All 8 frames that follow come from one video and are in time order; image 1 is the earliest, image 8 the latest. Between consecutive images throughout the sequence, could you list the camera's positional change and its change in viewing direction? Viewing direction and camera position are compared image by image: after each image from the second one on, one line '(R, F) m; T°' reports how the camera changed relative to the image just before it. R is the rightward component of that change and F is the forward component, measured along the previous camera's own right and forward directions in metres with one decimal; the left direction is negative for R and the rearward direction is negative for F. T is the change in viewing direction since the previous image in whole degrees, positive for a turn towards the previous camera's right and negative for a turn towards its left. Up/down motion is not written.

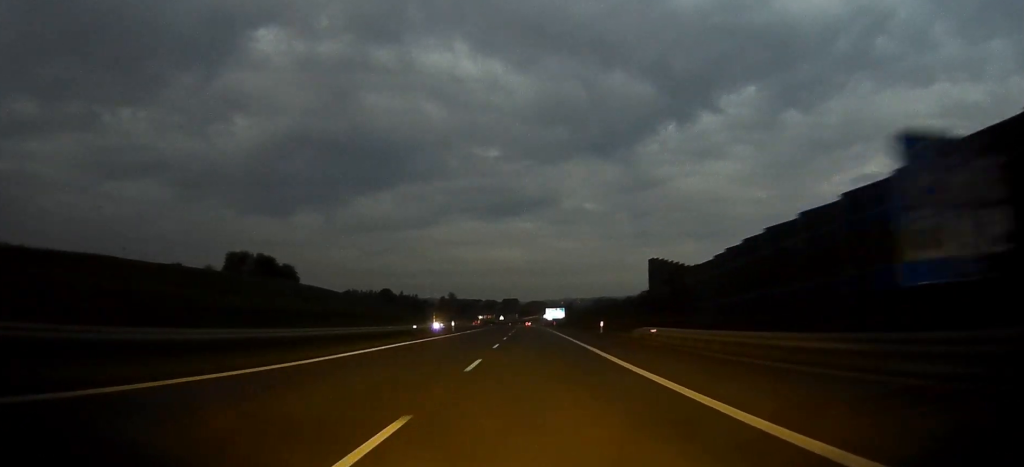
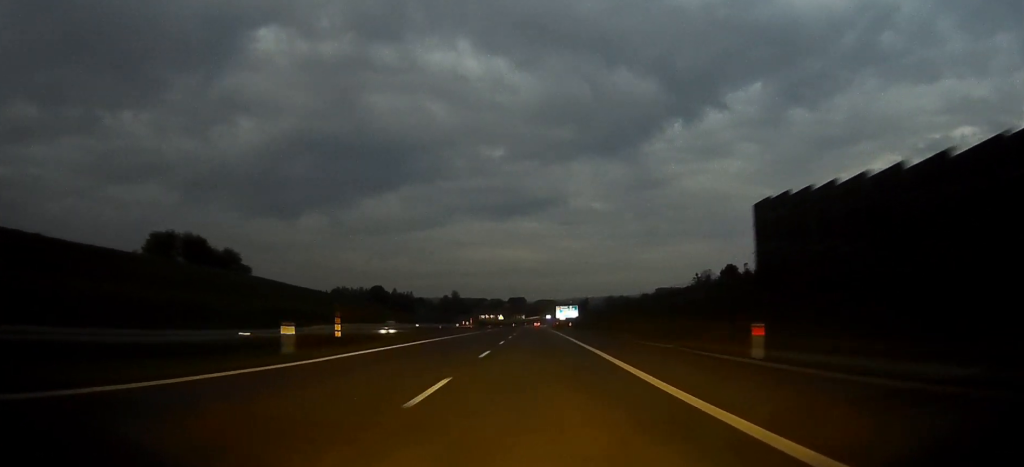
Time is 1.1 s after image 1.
(-0.4, +42.3) m; -1°
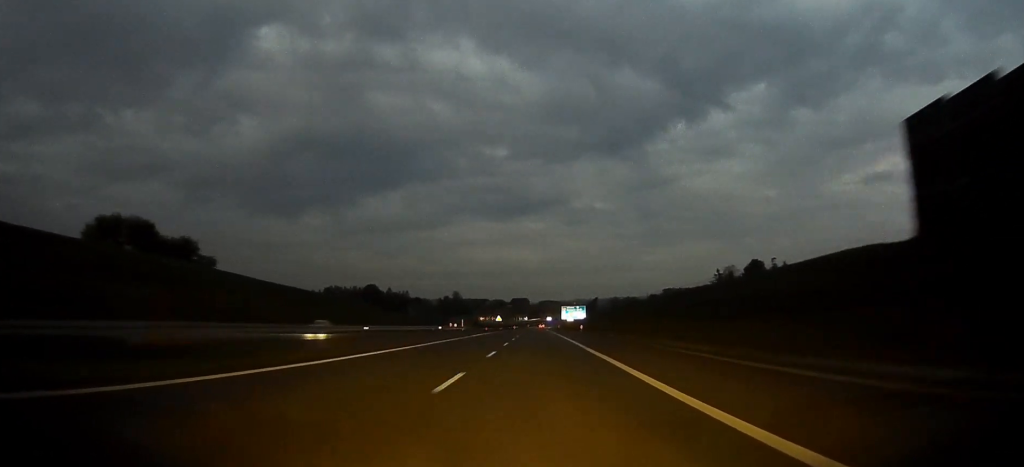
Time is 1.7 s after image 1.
(-0.1, +21.8) m; 0°
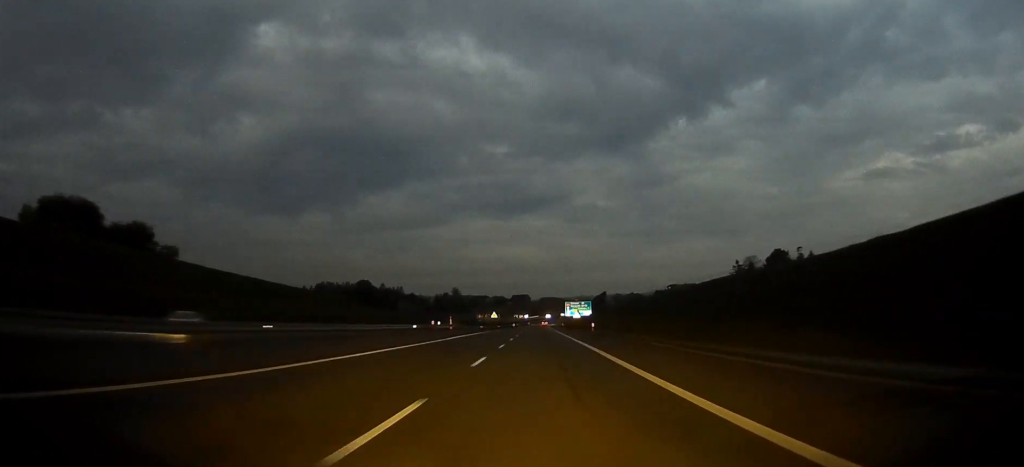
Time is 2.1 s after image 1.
(0.0, +17.9) m; 0°
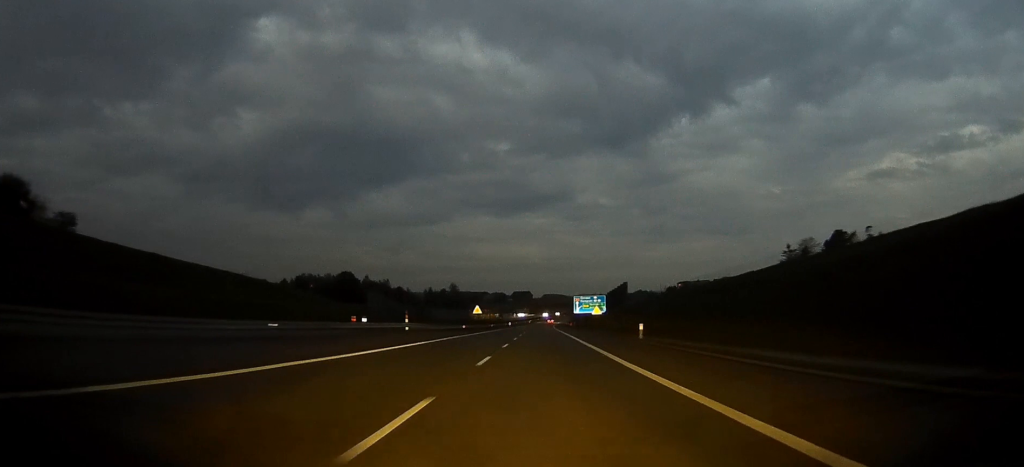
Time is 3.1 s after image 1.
(0.0, +35.9) m; 0°
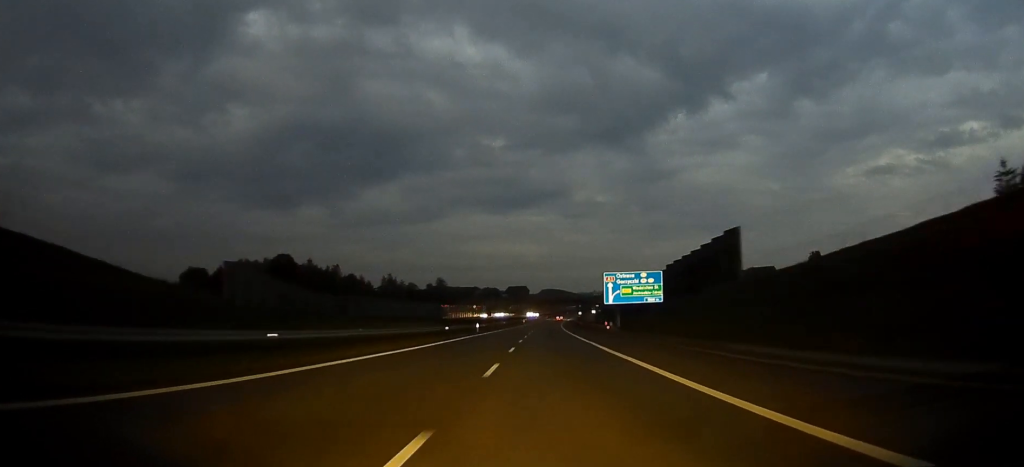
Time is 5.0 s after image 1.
(+0.1, +75.4) m; 0°
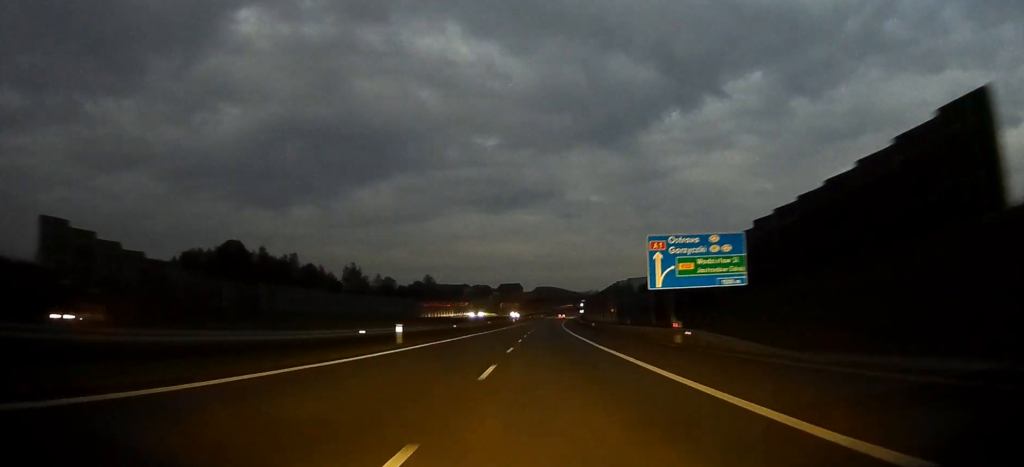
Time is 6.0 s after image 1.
(0.0, +37.0) m; +1°
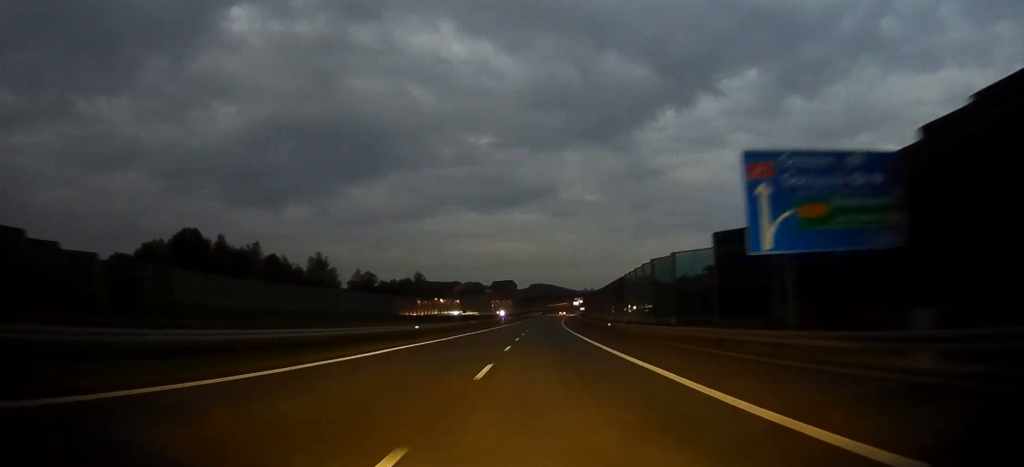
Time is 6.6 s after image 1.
(+0.2, +24.3) m; +1°
